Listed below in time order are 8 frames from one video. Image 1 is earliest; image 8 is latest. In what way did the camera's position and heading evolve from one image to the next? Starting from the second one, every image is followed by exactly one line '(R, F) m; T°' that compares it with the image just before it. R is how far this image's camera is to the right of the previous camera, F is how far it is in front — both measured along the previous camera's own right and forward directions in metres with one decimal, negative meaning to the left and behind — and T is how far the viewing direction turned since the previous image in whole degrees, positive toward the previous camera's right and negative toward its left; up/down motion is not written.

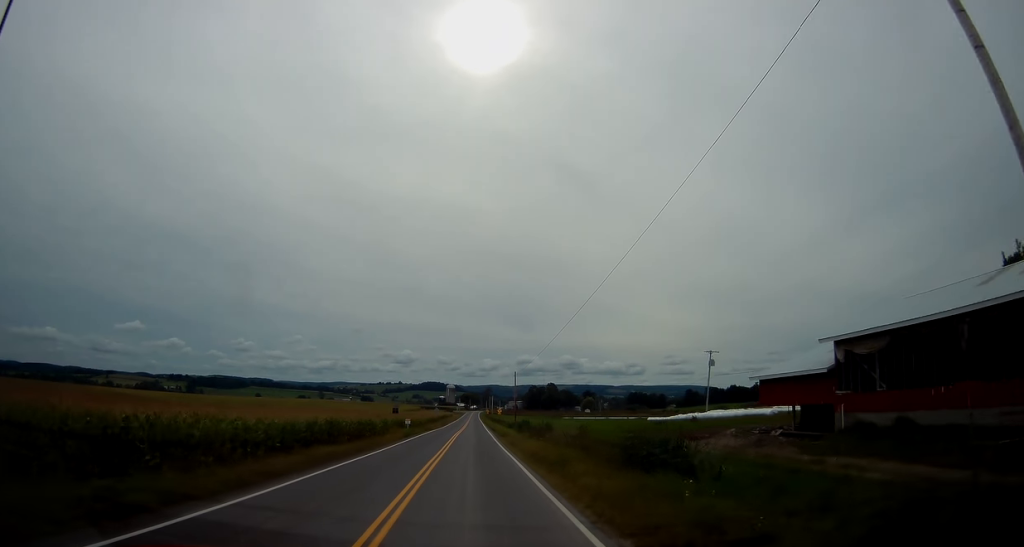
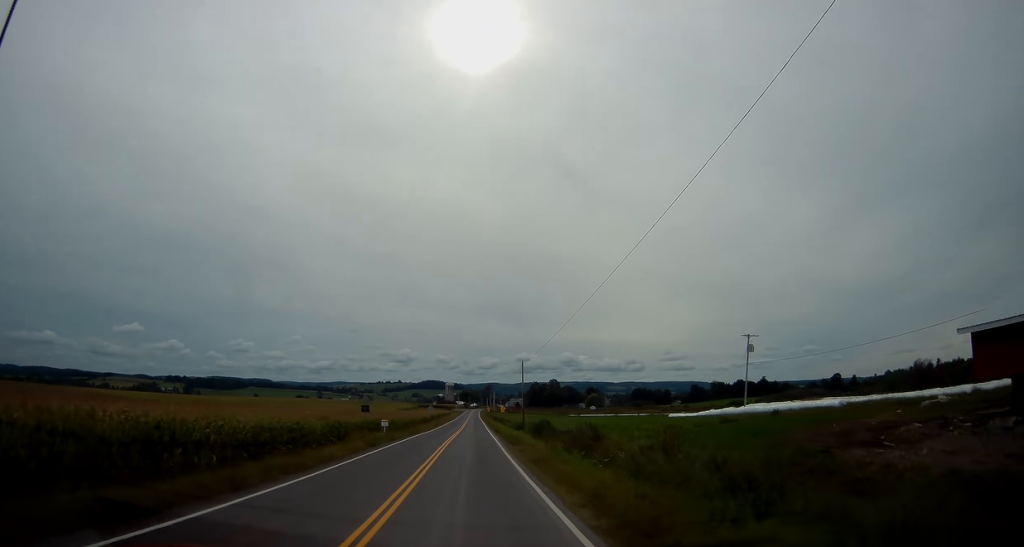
(+0.3, +16.4) m; +1°
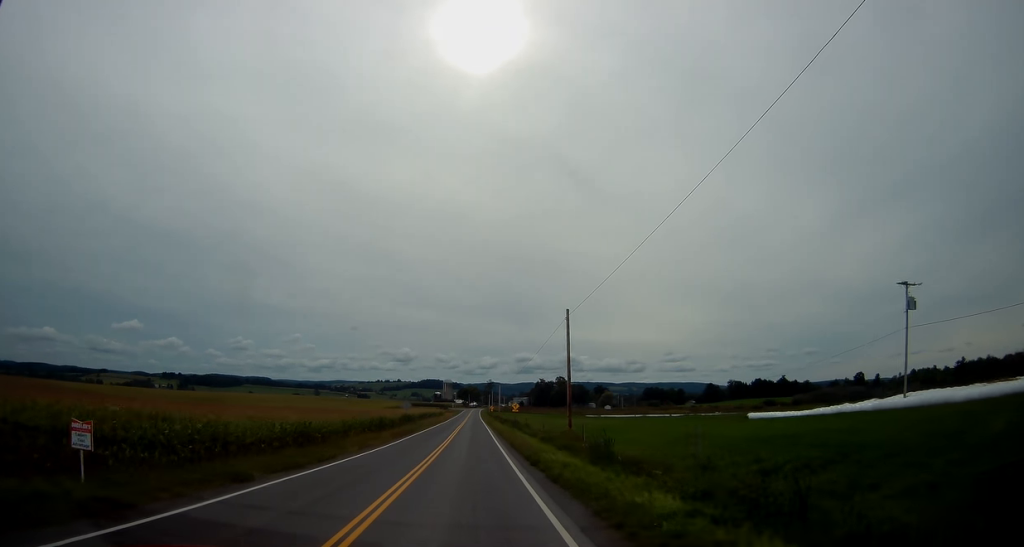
(-0.3, +39.4) m; -1°
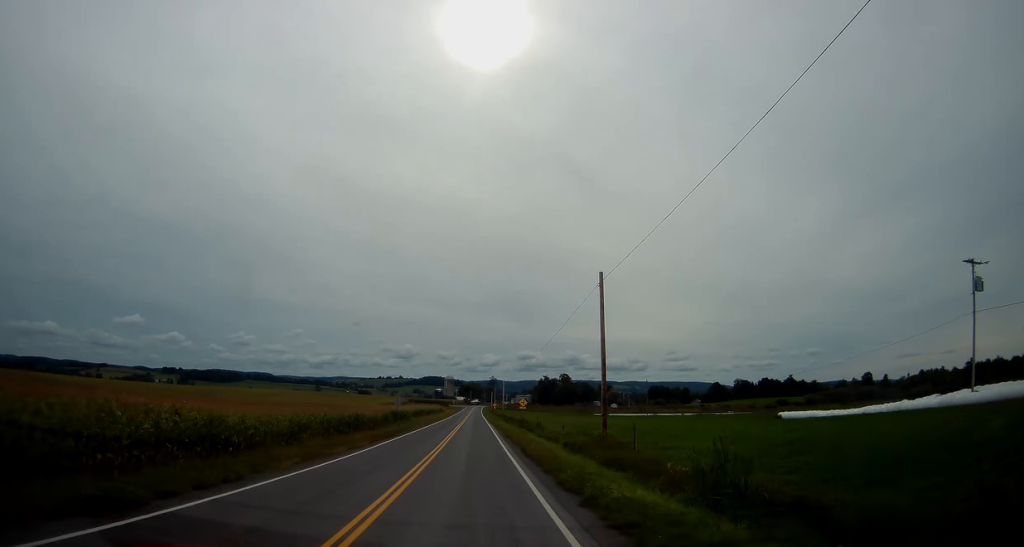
(+0.1, +10.4) m; 0°
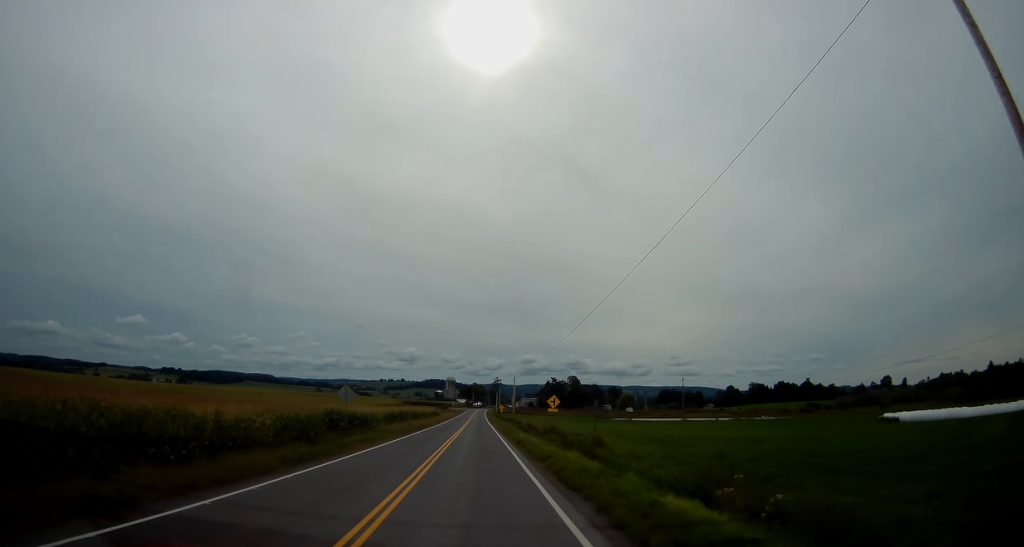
(0.0, +25.2) m; 0°
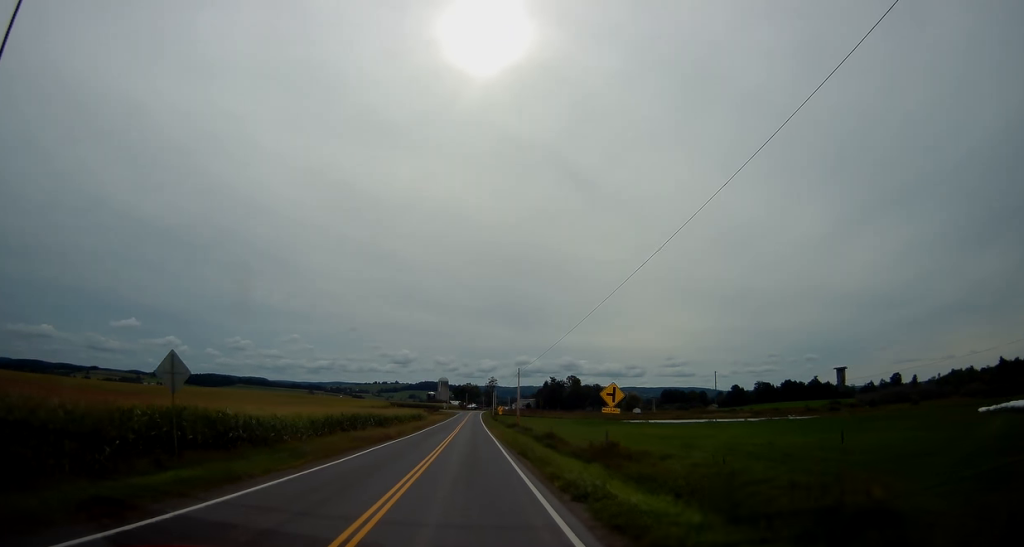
(0.0, +21.4) m; 0°
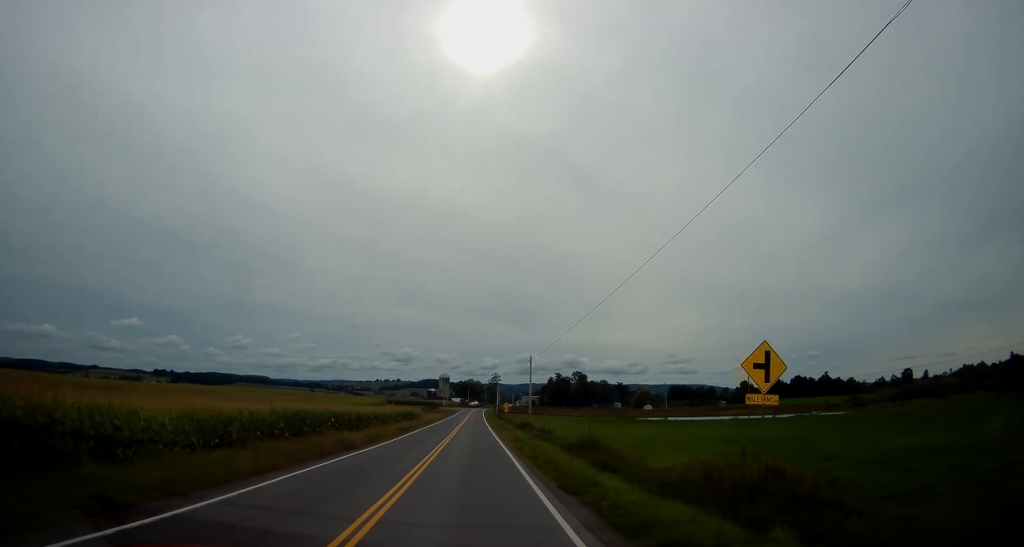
(0.0, +13.3) m; 0°
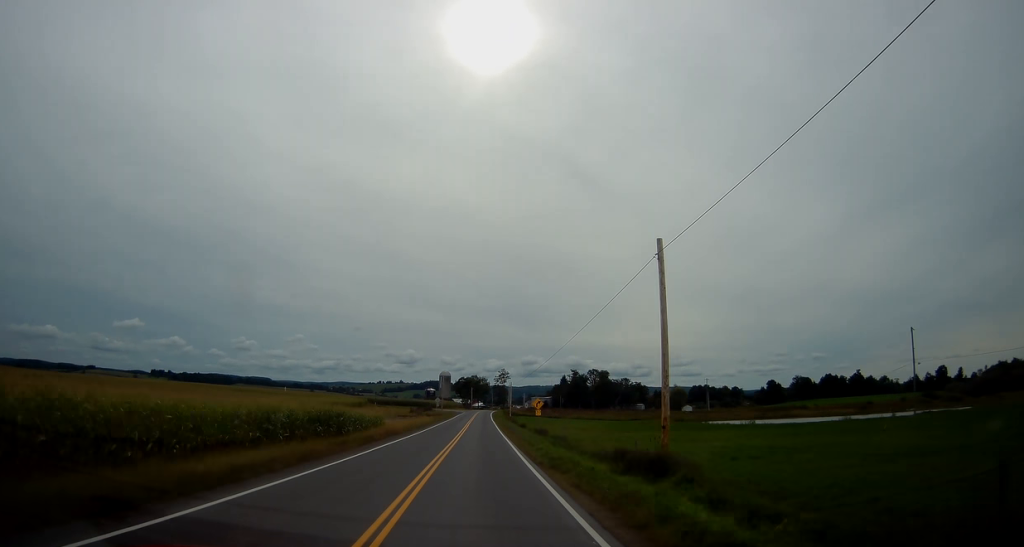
(-0.3, +41.5) m; 0°
